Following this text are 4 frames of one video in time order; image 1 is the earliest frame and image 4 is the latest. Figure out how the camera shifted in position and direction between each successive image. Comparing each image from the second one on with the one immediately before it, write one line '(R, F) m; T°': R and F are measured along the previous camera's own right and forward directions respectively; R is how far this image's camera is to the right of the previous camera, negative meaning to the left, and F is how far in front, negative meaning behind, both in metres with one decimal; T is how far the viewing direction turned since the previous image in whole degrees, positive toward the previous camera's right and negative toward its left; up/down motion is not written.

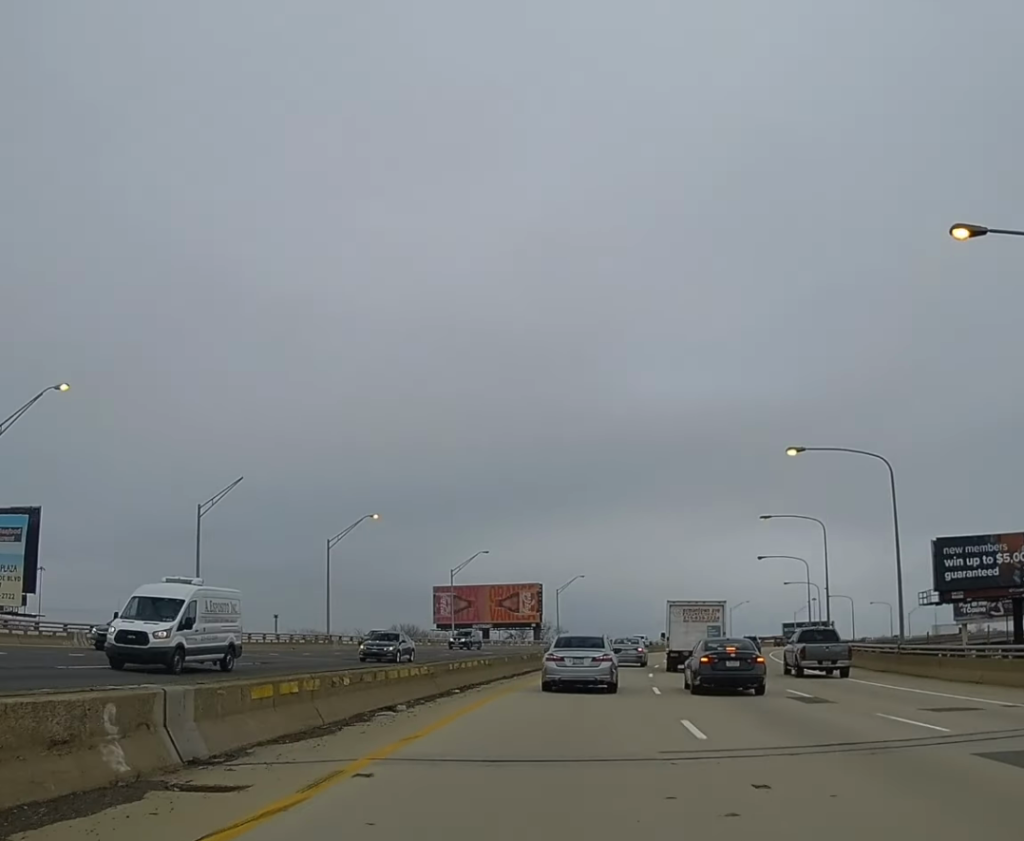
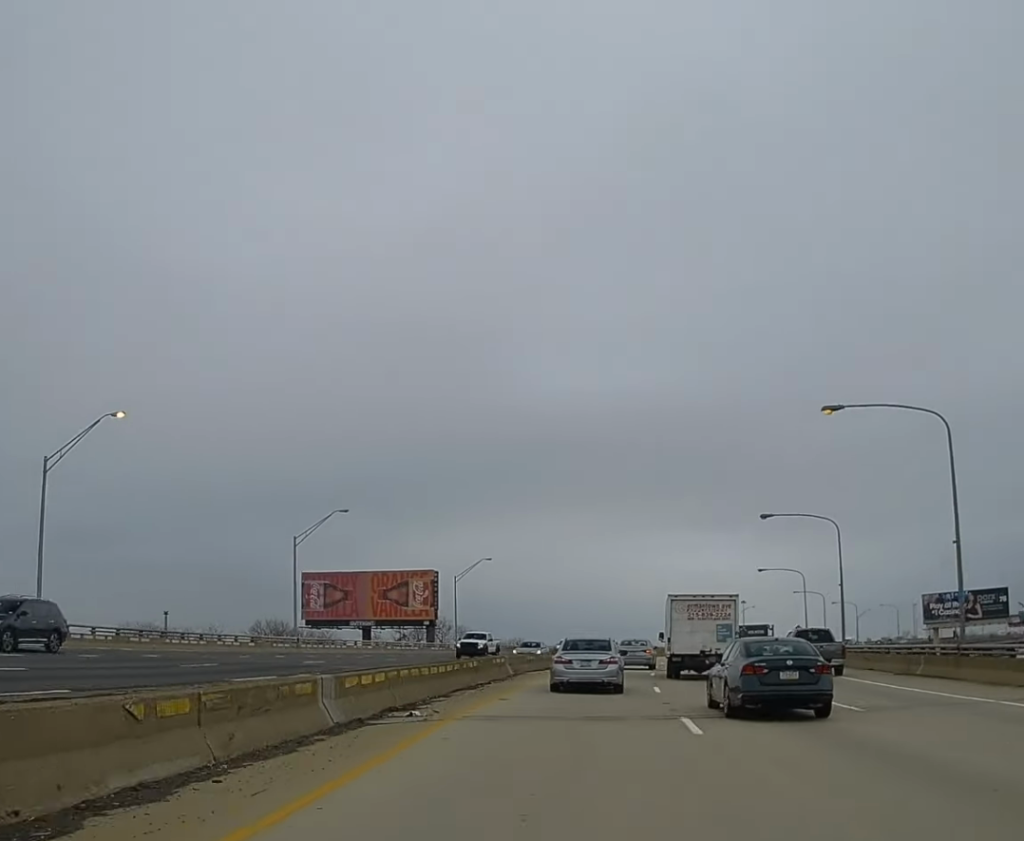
(+1.4, +35.2) m; +5°
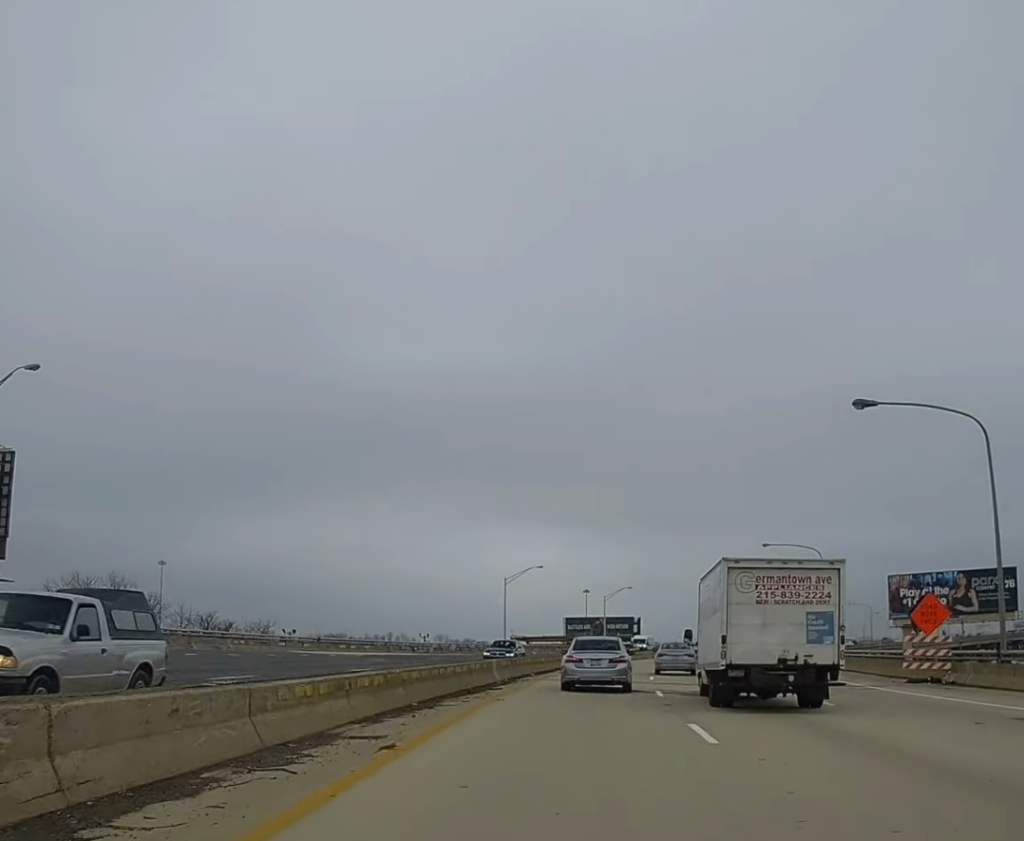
(+6.2, +74.1) m; +10°
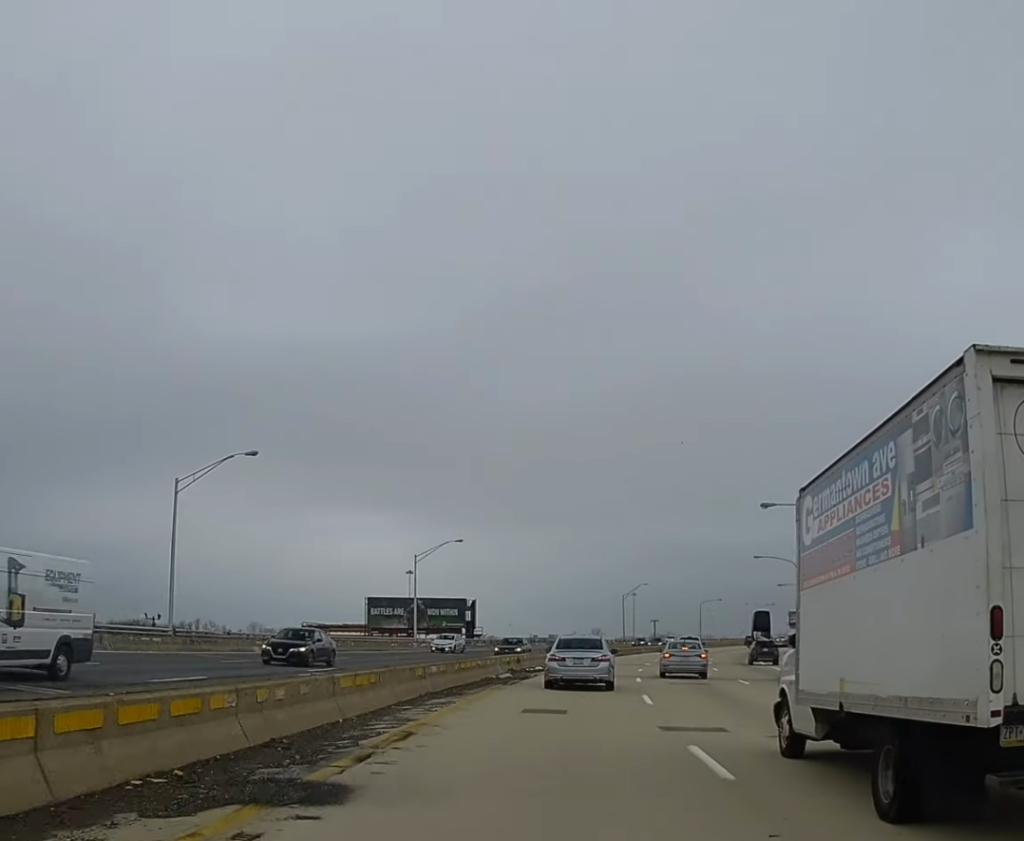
(+5.6, +64.1) m; +9°
